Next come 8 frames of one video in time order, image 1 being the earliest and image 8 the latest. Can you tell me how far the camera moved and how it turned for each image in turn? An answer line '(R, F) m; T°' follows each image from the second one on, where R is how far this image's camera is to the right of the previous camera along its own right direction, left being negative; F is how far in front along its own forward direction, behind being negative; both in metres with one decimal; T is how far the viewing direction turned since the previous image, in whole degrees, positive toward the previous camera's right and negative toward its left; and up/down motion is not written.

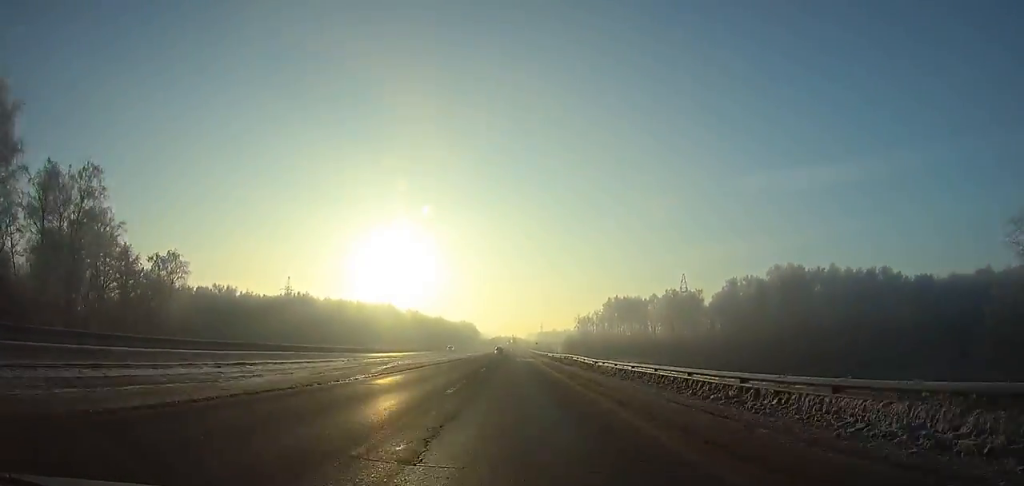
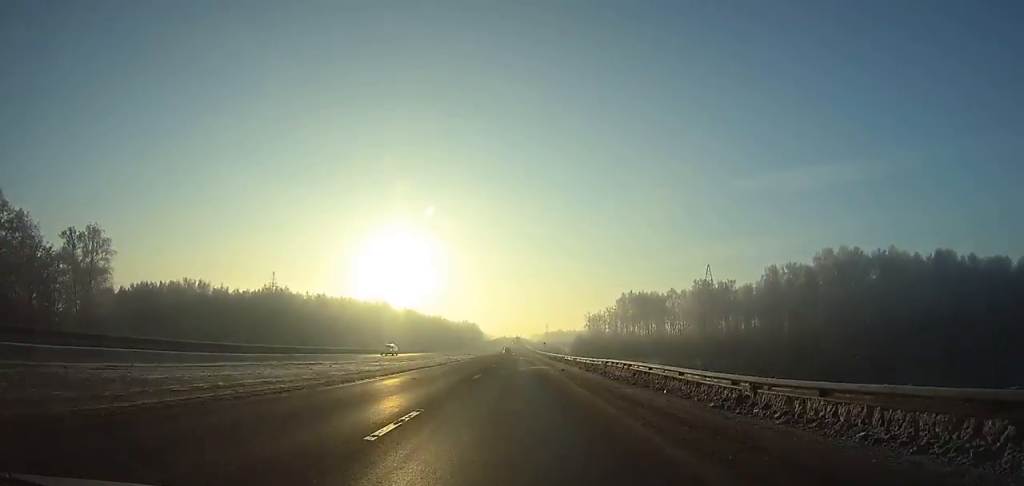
(-0.3, +25.1) m; 0°
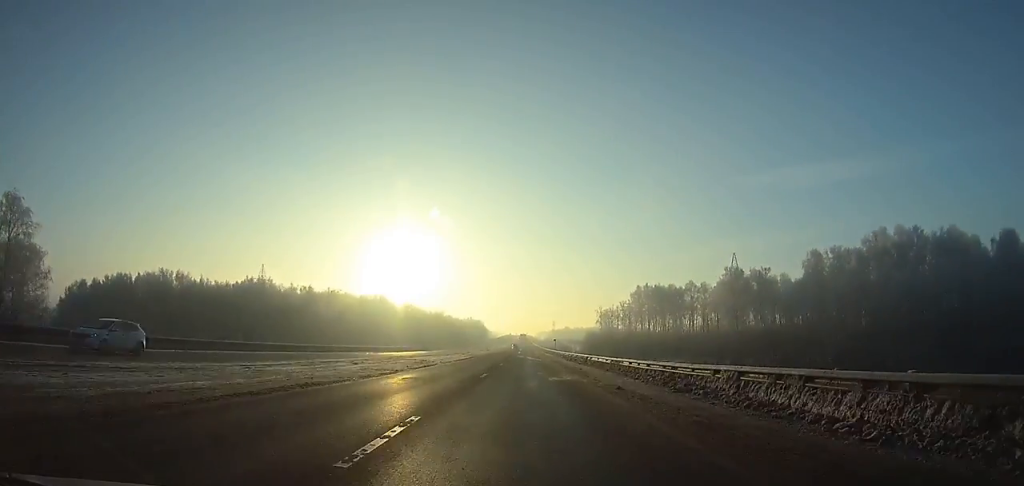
(0.0, +18.3) m; 0°
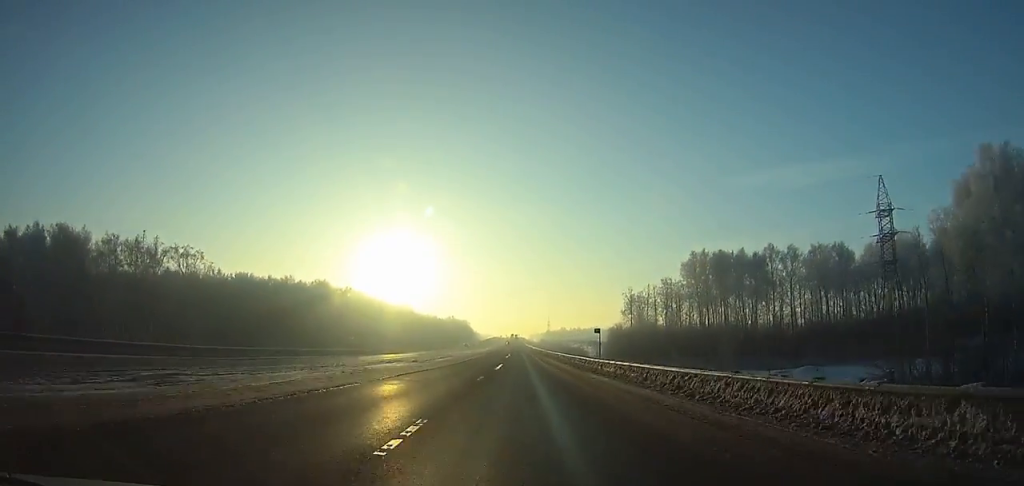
(+0.8, +82.4) m; 0°
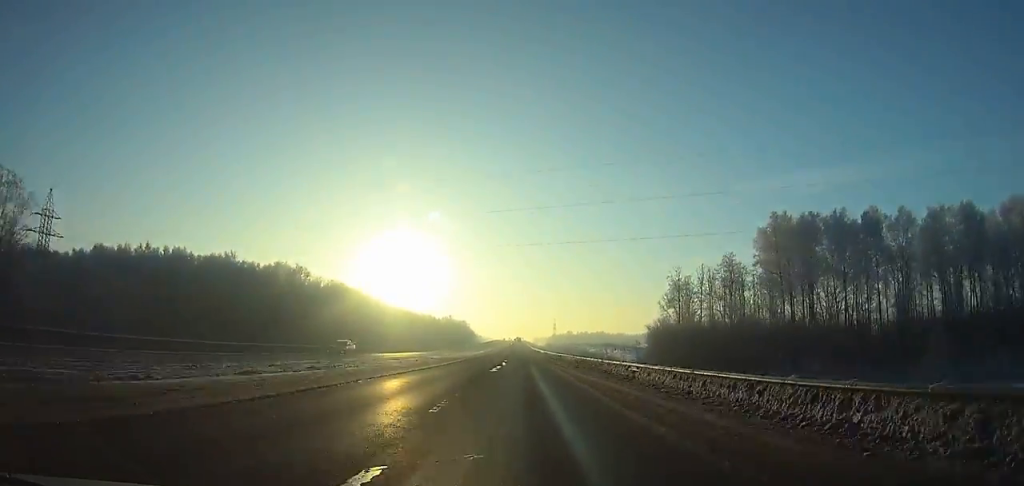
(-0.5, +44.3) m; 0°
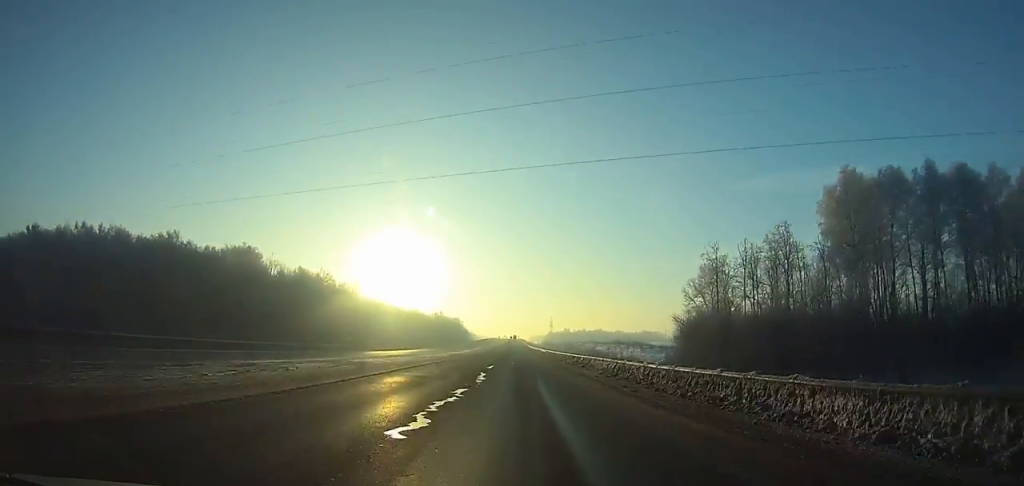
(+0.1, +24.9) m; 0°
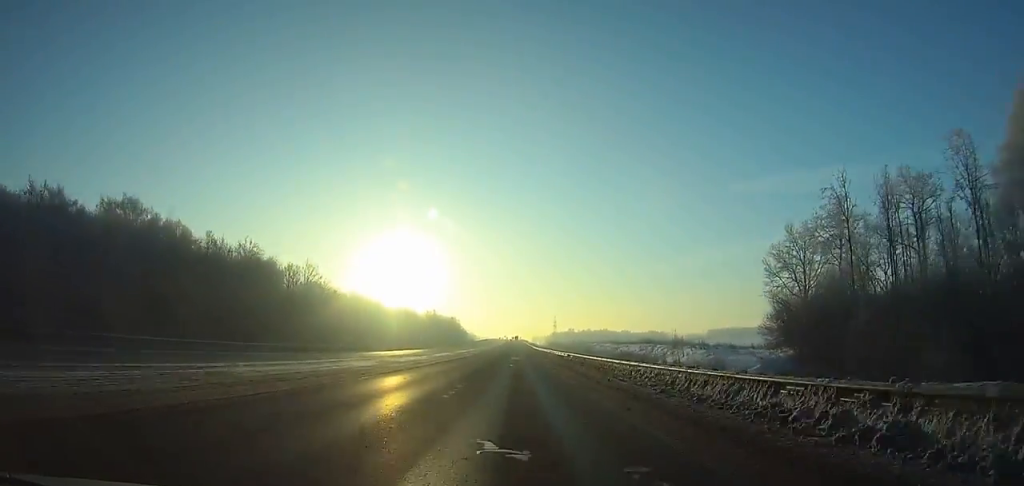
(0.0, +37.5) m; 0°
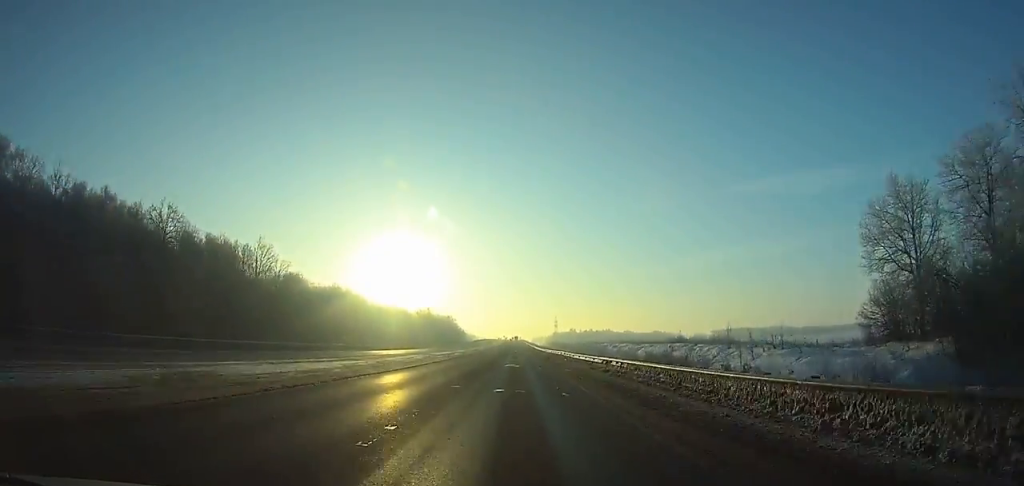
(0.0, +23.6) m; 0°
